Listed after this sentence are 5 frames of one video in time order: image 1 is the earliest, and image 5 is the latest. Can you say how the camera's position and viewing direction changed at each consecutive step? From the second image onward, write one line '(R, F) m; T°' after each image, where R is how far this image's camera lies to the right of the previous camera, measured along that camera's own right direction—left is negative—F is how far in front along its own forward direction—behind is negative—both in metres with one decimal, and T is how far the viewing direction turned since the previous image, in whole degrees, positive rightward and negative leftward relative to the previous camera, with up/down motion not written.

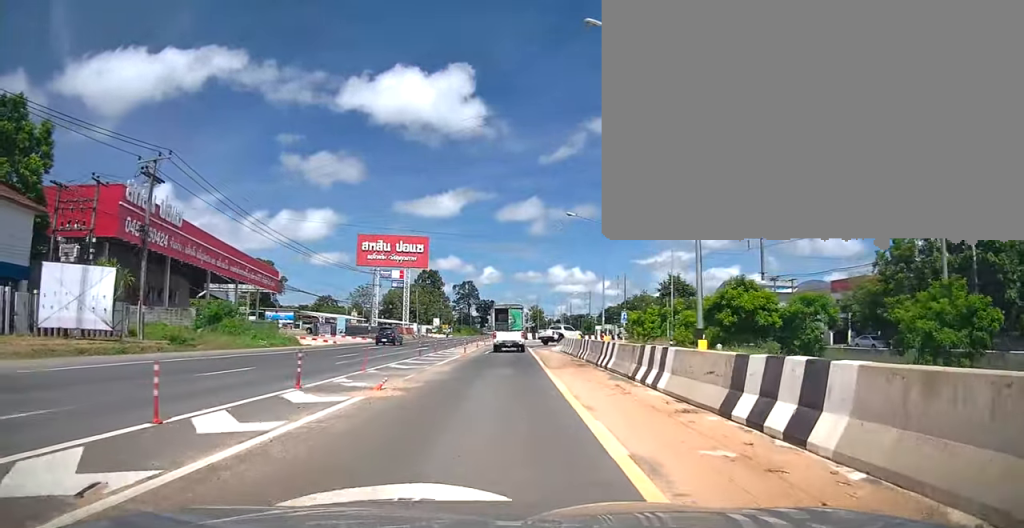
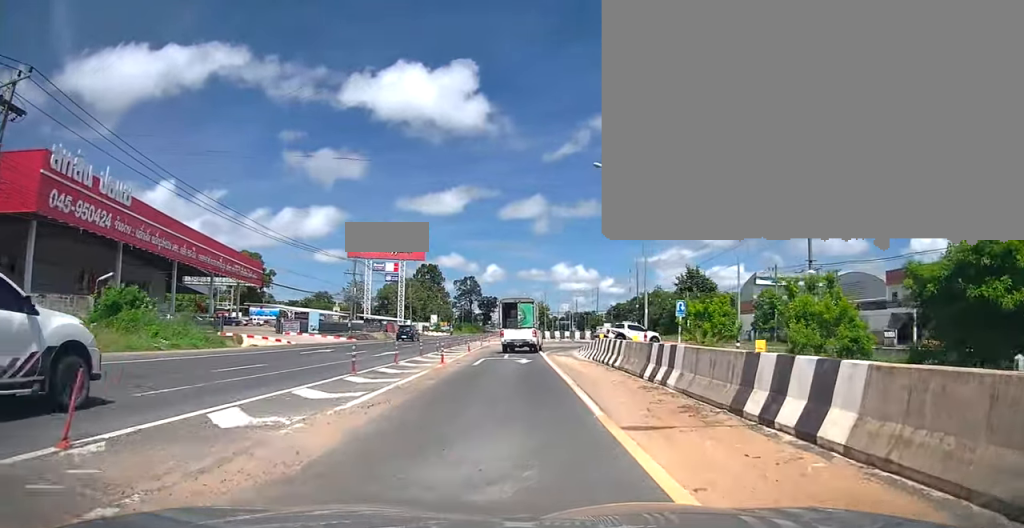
(-0.3, +12.3) m; 0°
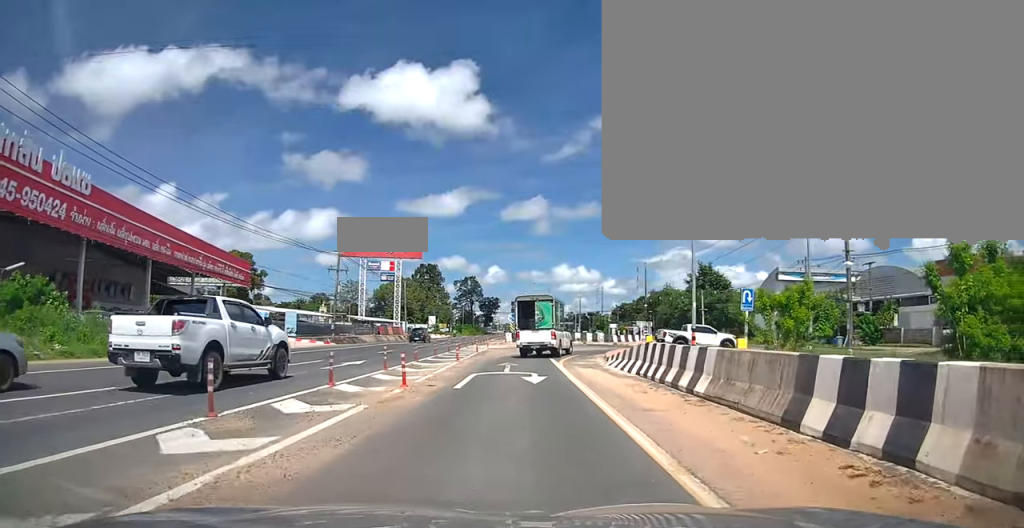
(+0.2, +7.5) m; +1°
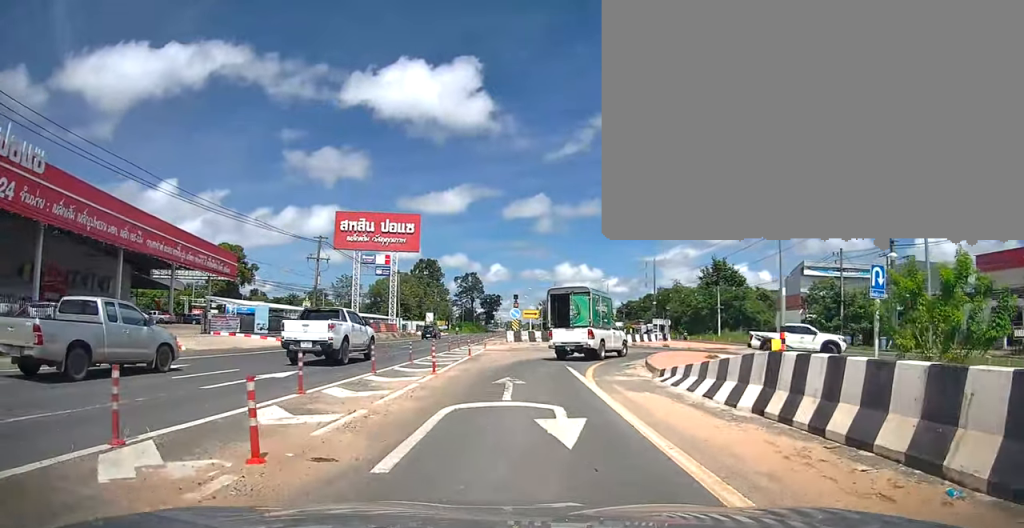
(-0.1, +7.3) m; -1°
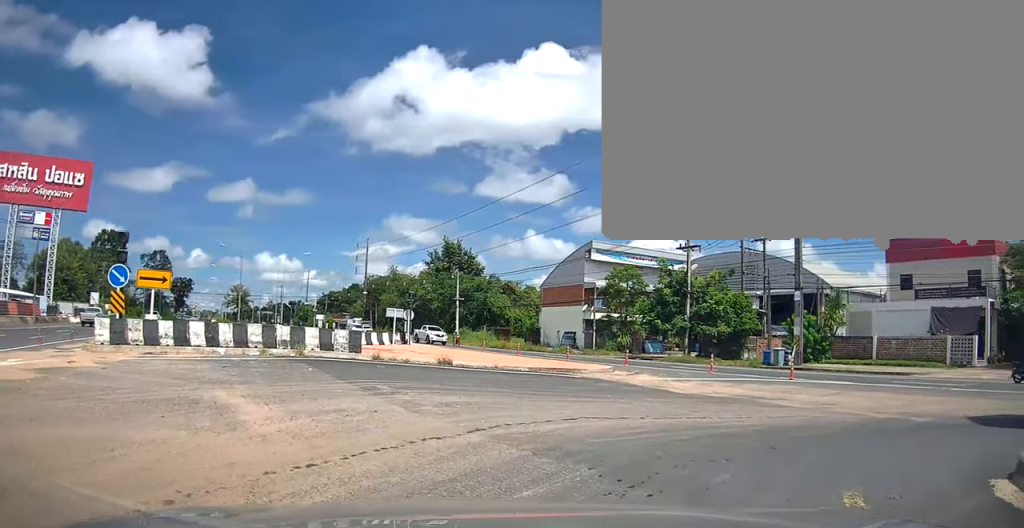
(+3.9, +24.9) m; +37°
